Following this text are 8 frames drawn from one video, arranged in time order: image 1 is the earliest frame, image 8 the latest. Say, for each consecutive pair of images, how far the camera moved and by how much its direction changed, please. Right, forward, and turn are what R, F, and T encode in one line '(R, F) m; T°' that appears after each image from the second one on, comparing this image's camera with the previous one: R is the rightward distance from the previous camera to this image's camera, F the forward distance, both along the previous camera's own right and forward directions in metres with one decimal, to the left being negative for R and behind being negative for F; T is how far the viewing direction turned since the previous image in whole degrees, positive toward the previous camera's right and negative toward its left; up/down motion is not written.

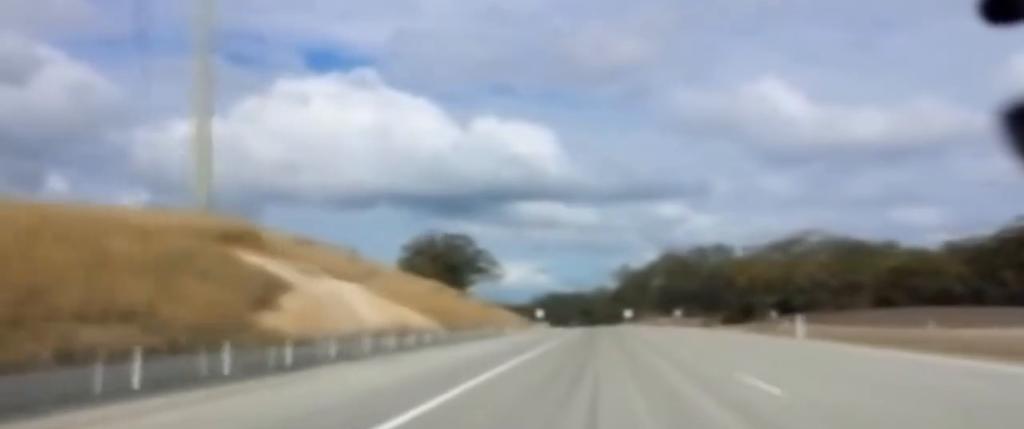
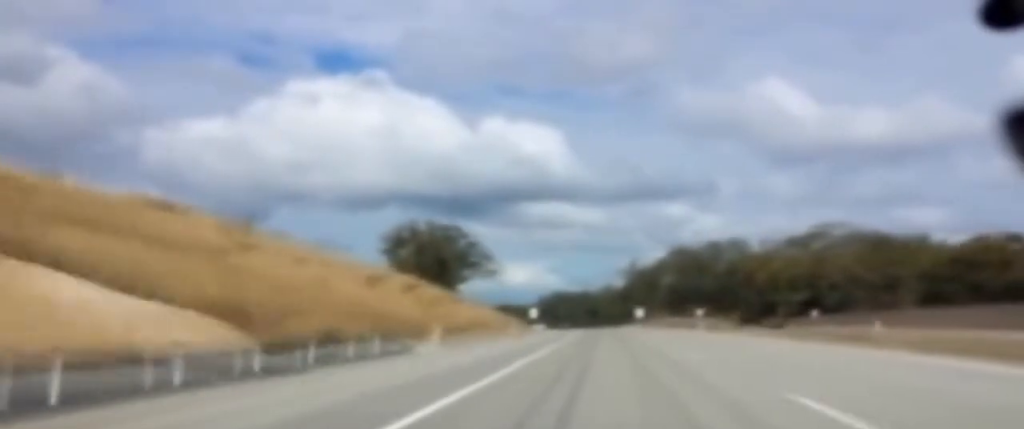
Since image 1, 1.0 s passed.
(-0.1, +28.5) m; 0°
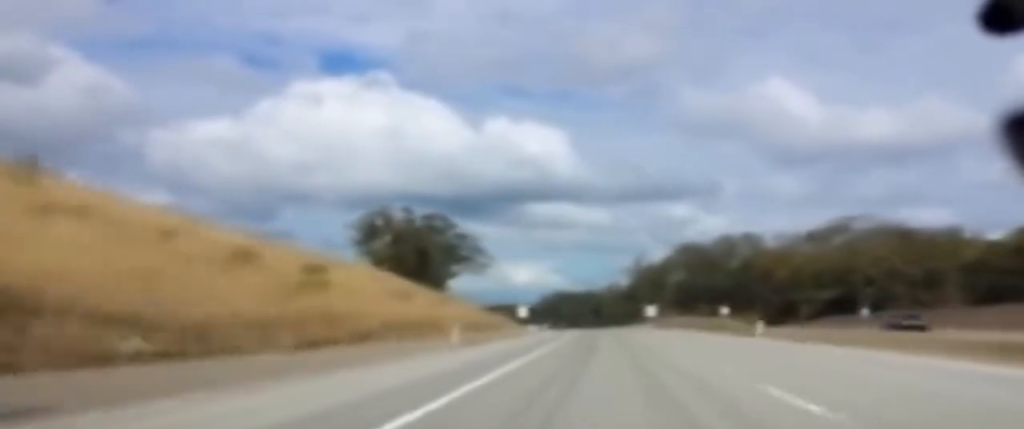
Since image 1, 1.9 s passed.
(0.0, +24.0) m; 0°
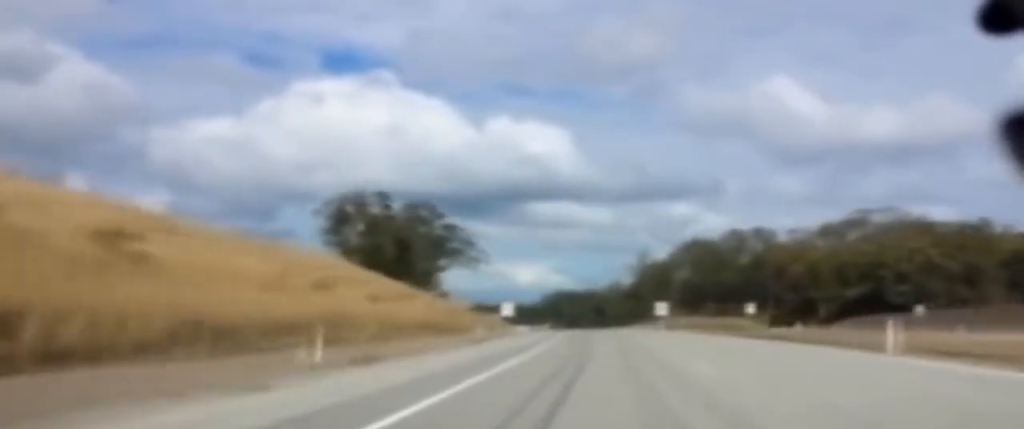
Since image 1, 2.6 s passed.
(0.0, +18.6) m; 0°
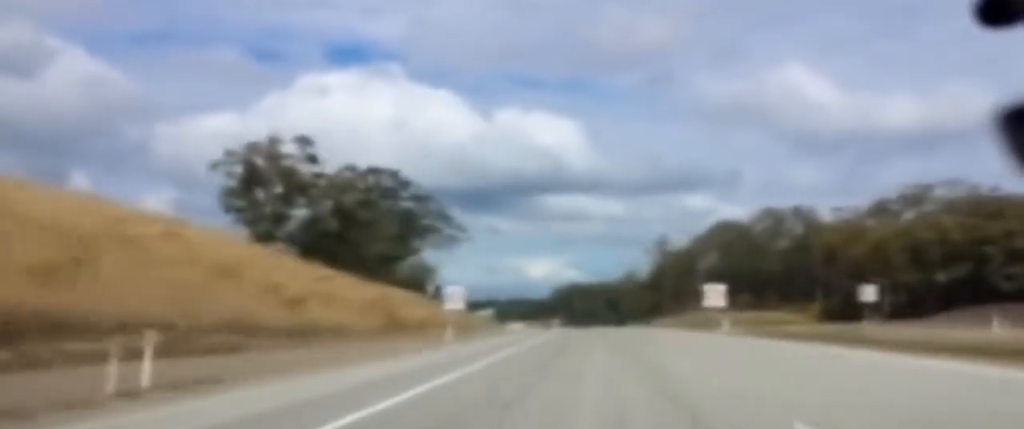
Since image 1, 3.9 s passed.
(-0.1, +36.6) m; -1°
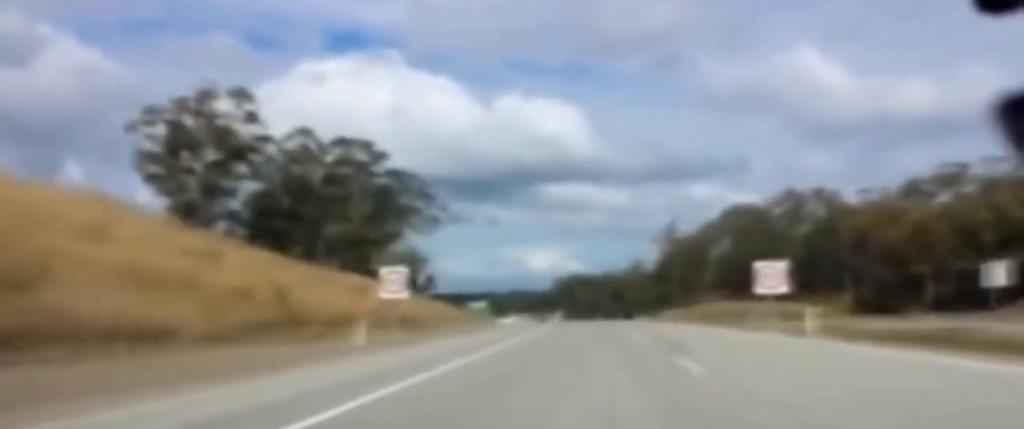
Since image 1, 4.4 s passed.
(0.0, +16.0) m; -1°
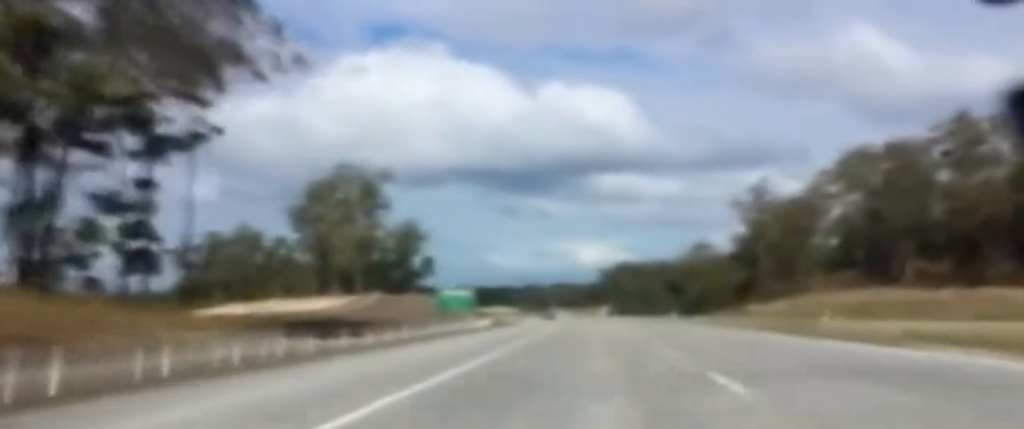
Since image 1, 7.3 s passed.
(-3.0, +82.1) m; -3°
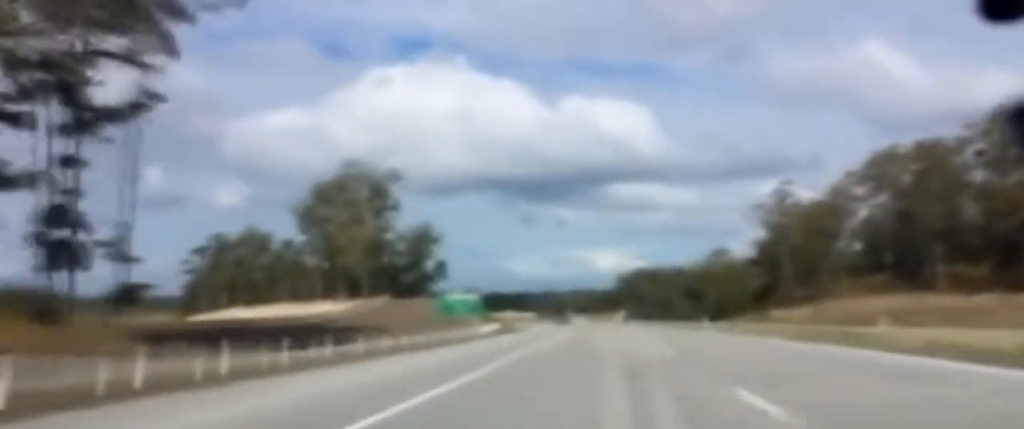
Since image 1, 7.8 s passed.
(-0.1, +12.4) m; 0°
